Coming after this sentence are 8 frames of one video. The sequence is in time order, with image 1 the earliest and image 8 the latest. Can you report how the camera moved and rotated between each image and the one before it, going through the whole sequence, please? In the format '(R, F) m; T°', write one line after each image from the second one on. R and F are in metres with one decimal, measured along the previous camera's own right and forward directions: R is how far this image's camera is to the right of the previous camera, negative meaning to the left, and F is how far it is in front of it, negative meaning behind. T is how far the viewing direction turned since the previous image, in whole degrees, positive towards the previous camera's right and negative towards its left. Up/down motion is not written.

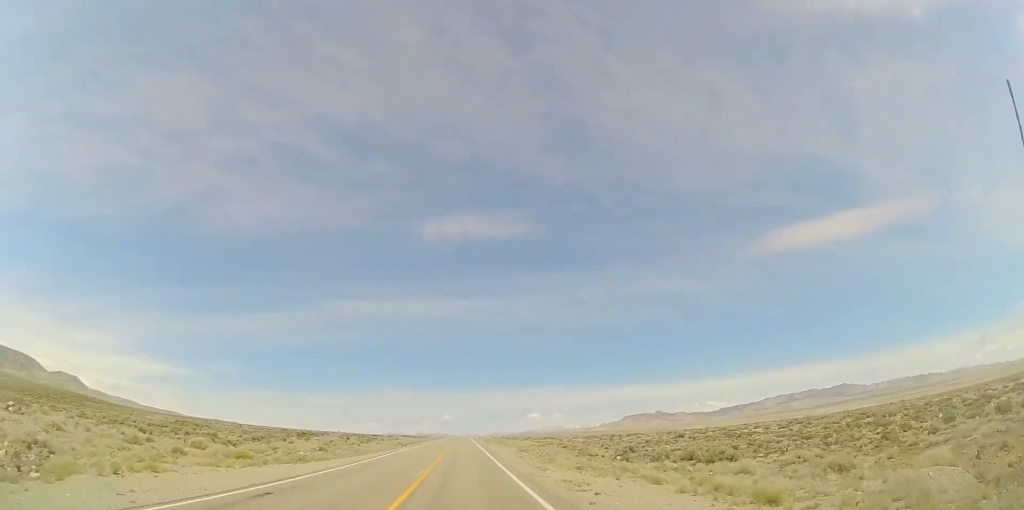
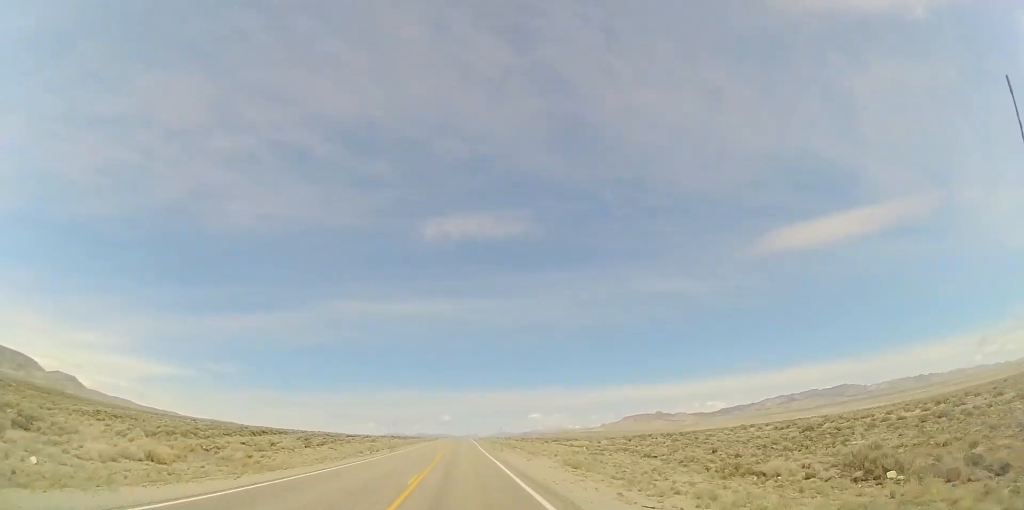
(0.0, +27.7) m; 0°
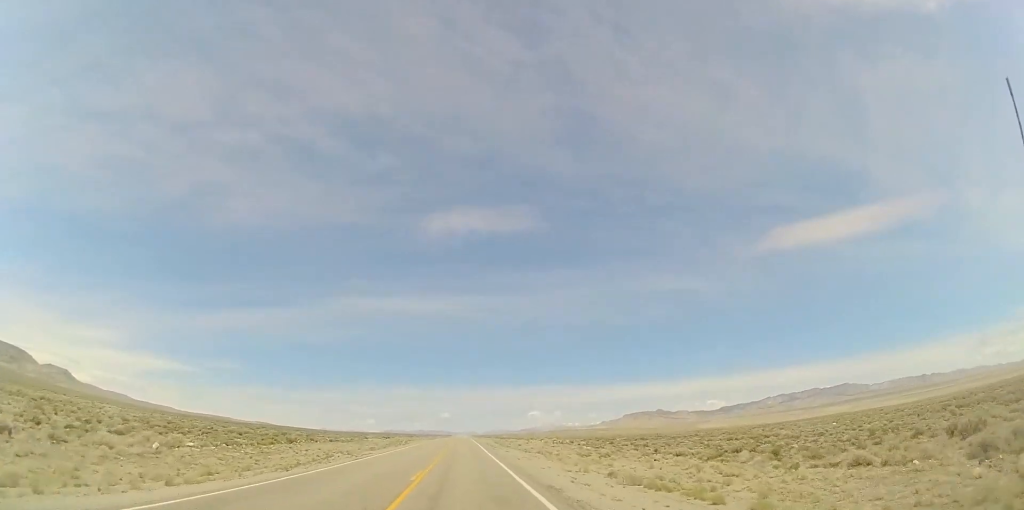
(+0.2, +96.9) m; +1°
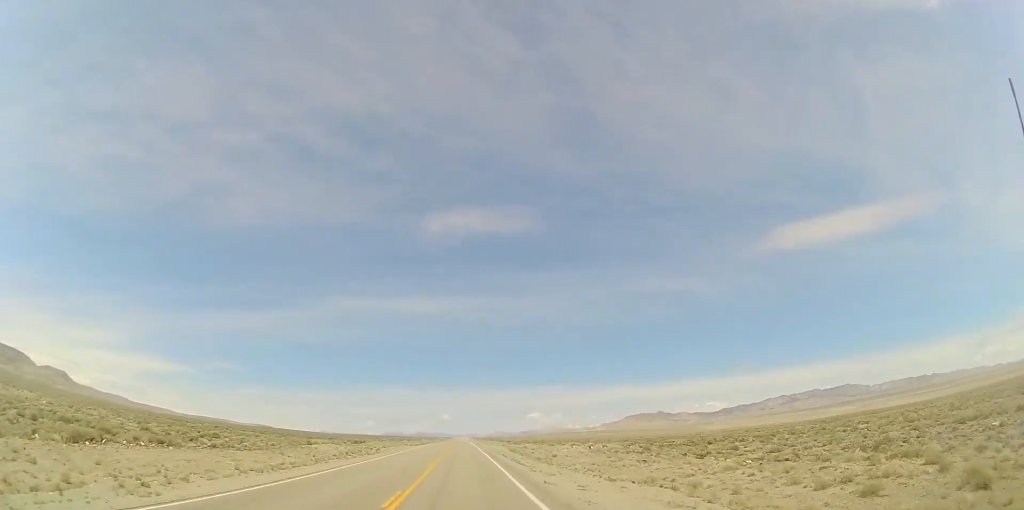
(+0.1, +29.7) m; 0°
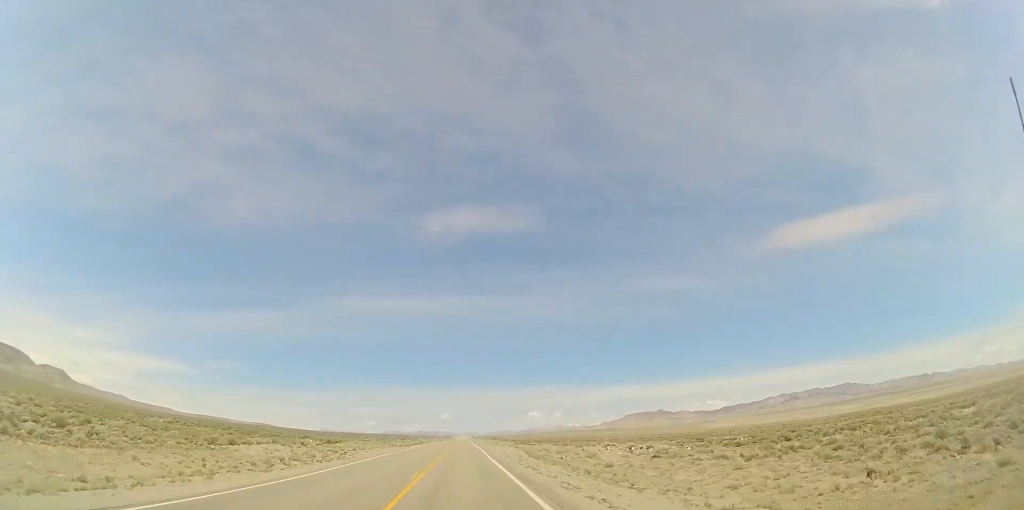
(-0.1, +17.8) m; 0°
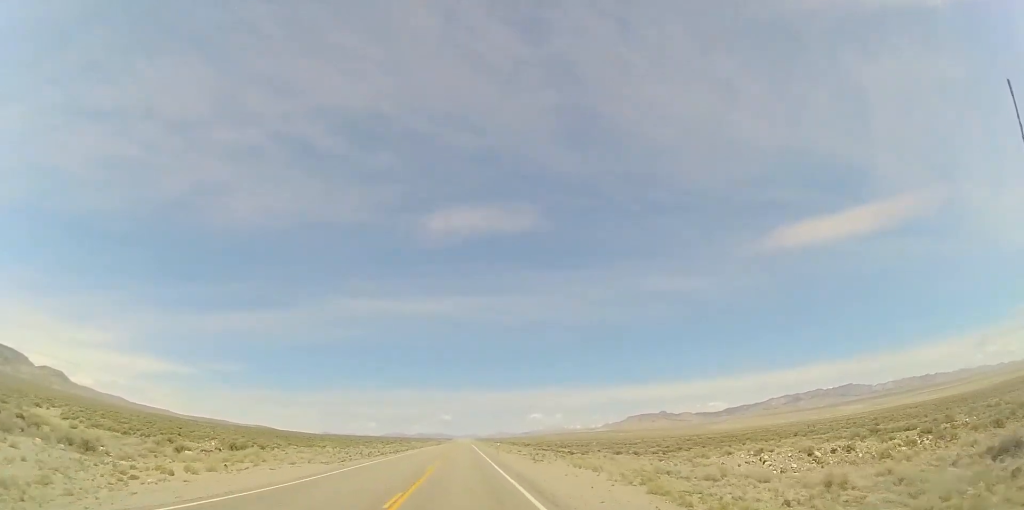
(-0.1, +30.7) m; 0°
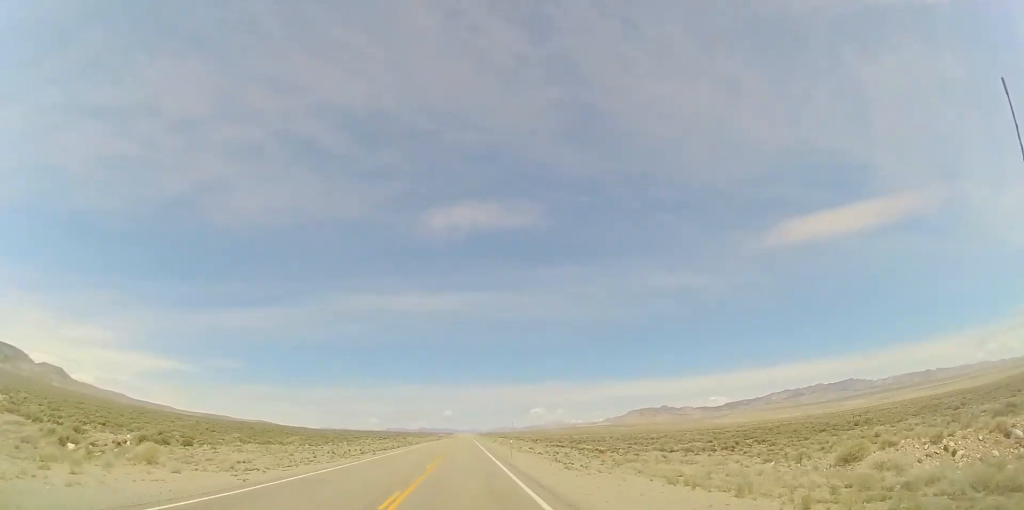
(0.0, +12.9) m; 0°
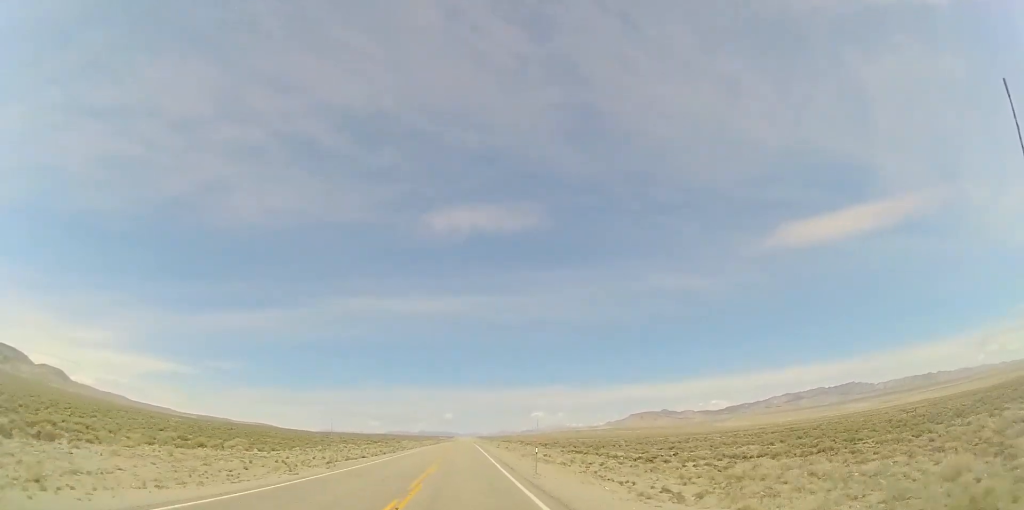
(0.0, +12.9) m; 0°
